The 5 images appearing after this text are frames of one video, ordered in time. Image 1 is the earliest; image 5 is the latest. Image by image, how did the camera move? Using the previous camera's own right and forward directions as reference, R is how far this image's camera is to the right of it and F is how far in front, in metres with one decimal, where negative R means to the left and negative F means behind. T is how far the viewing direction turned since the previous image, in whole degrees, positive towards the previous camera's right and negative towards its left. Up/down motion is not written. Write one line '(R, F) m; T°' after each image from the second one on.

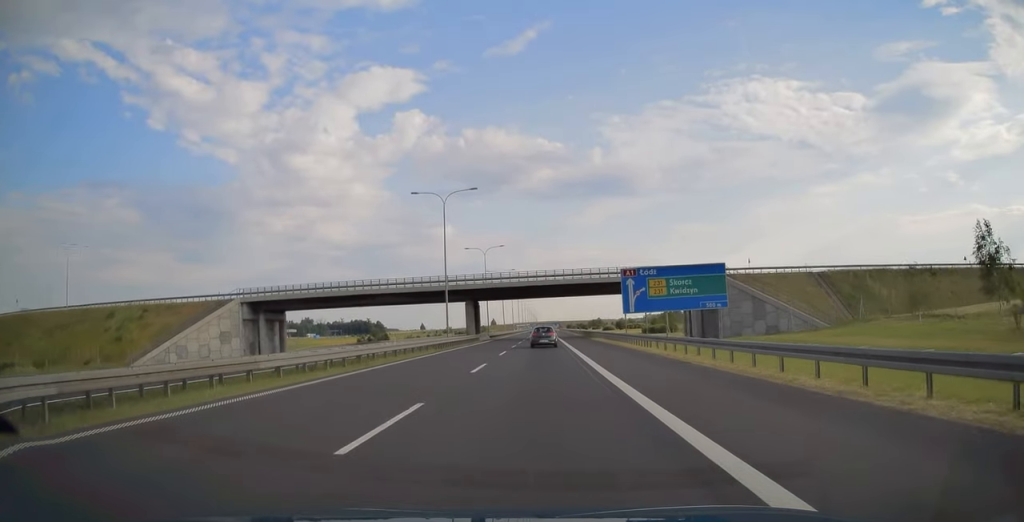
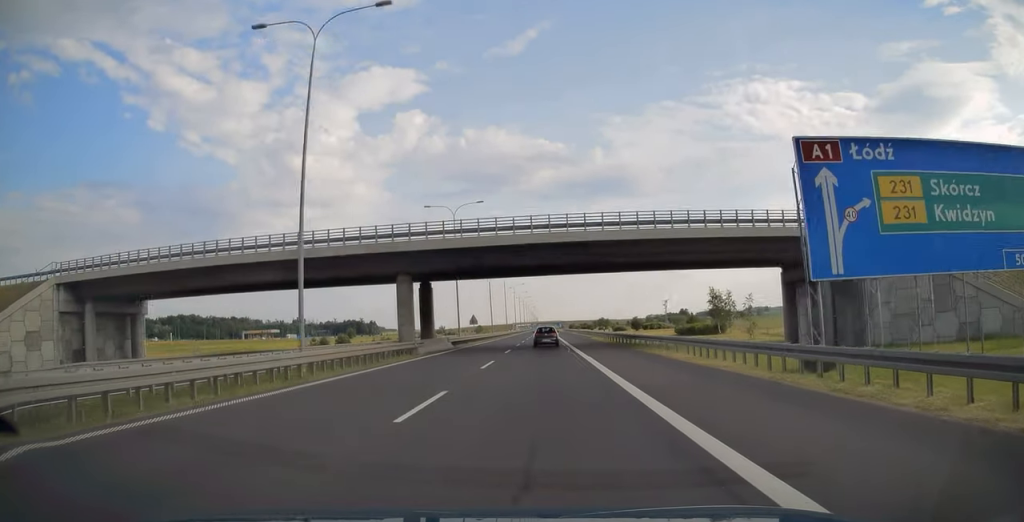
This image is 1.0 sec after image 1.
(+0.1, +33.8) m; 0°
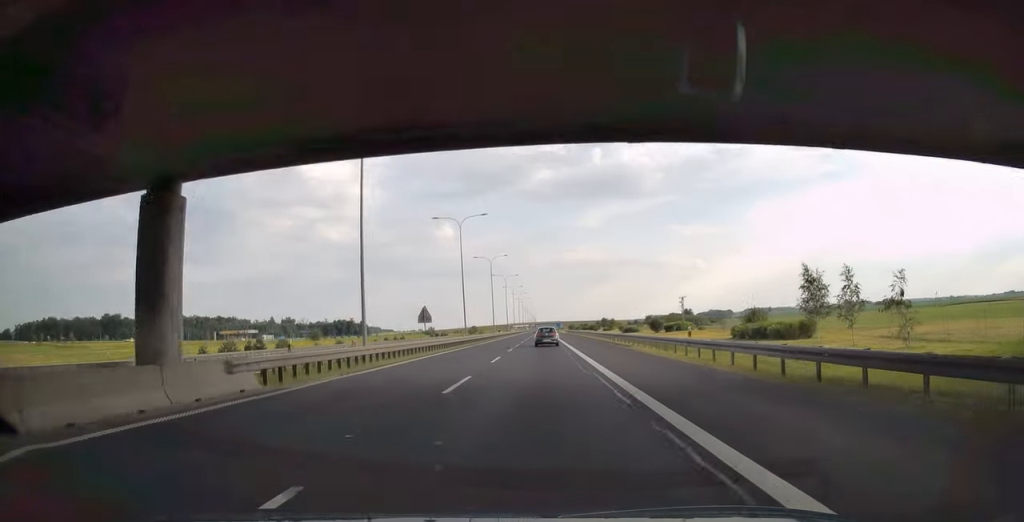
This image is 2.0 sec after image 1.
(-0.1, +32.2) m; 0°
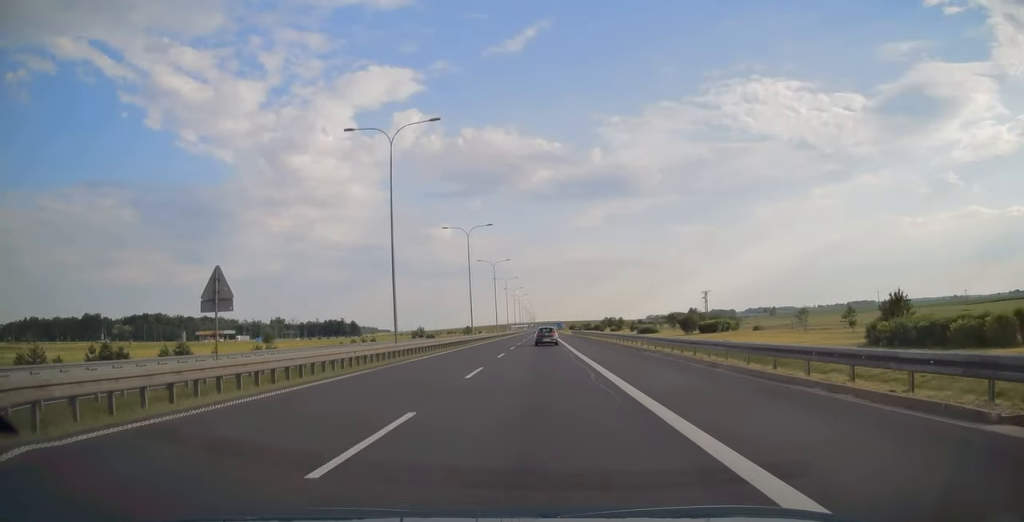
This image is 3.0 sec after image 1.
(0.0, +31.8) m; 0°
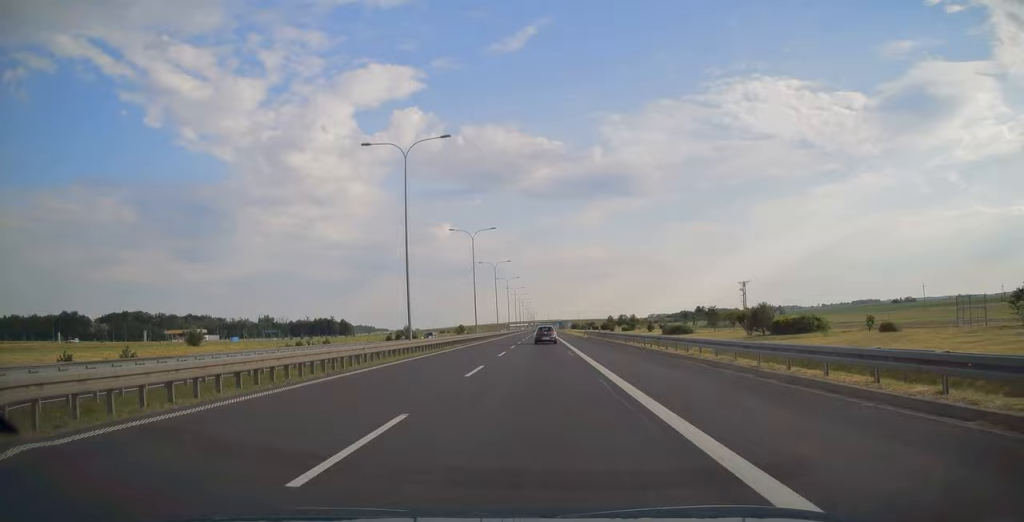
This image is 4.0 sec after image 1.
(0.0, +35.2) m; 0°
